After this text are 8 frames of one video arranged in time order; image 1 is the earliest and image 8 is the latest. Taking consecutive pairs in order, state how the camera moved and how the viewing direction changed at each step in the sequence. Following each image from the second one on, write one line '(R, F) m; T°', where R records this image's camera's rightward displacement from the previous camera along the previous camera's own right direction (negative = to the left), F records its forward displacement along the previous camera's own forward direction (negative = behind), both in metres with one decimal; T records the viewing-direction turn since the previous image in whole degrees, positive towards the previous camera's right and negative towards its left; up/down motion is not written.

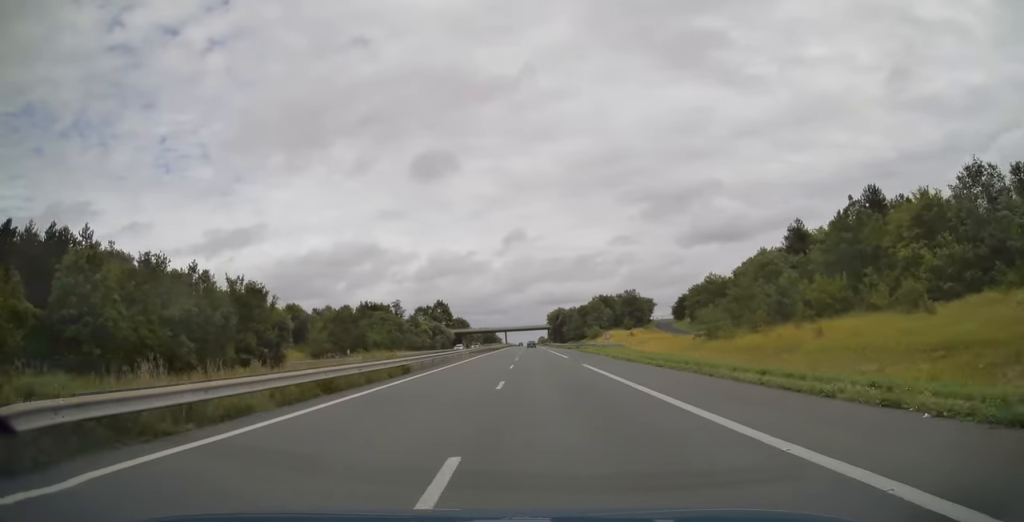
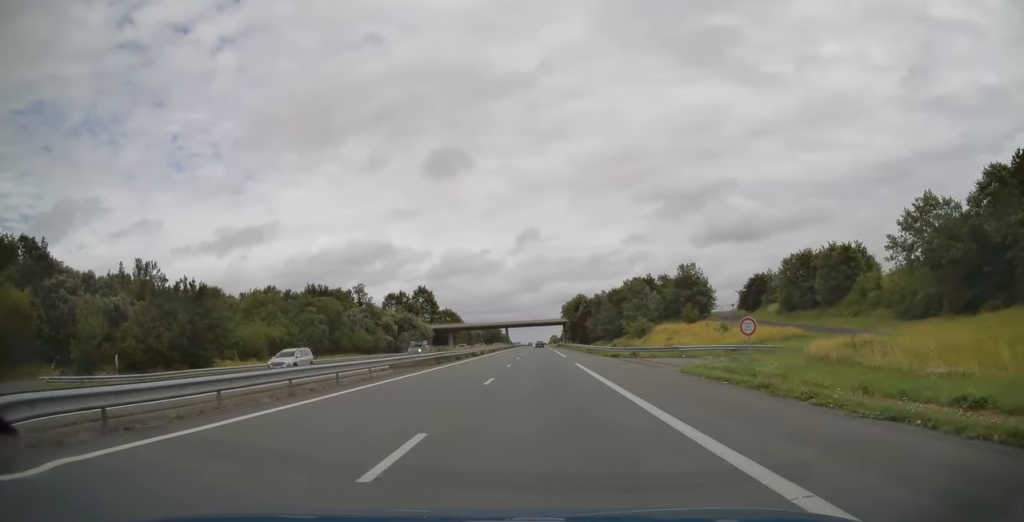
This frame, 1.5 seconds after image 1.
(-0.4, +50.4) m; -1°
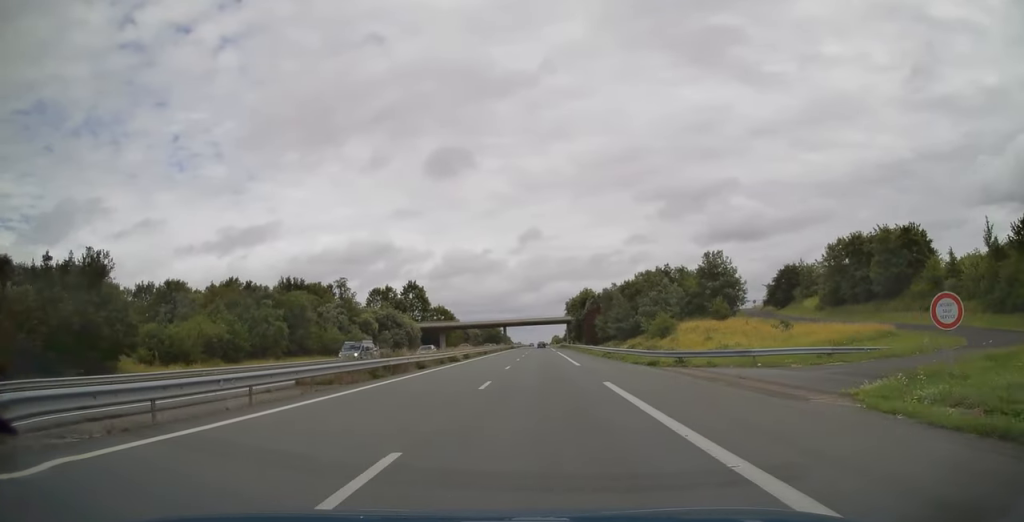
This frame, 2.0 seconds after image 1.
(0.0, +14.6) m; 0°
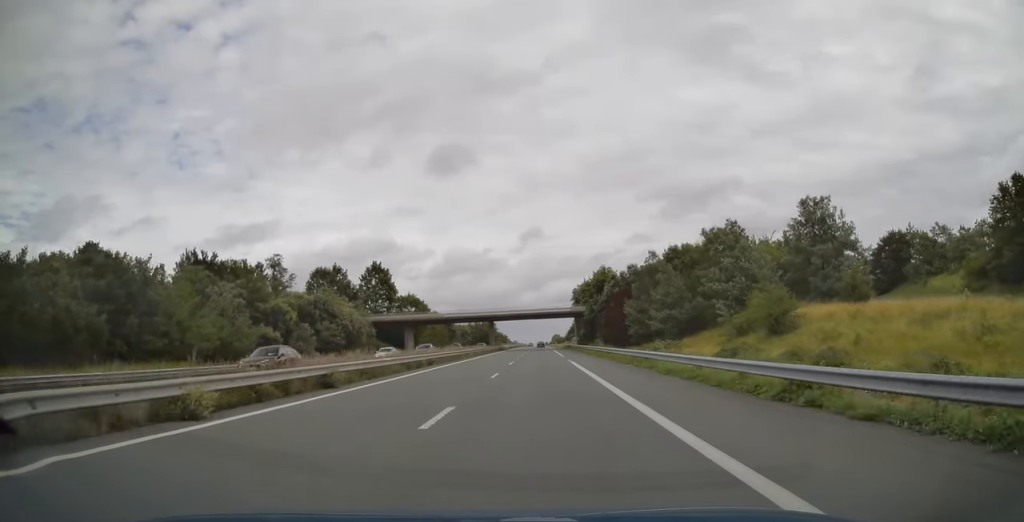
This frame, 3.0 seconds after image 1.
(0.0, +33.9) m; 0°
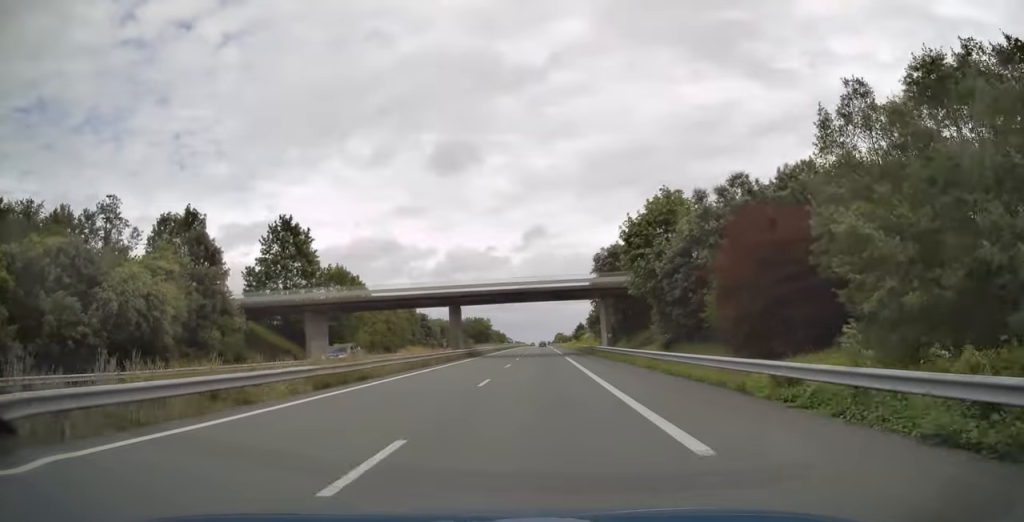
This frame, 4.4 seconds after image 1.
(0.0, +43.0) m; 0°
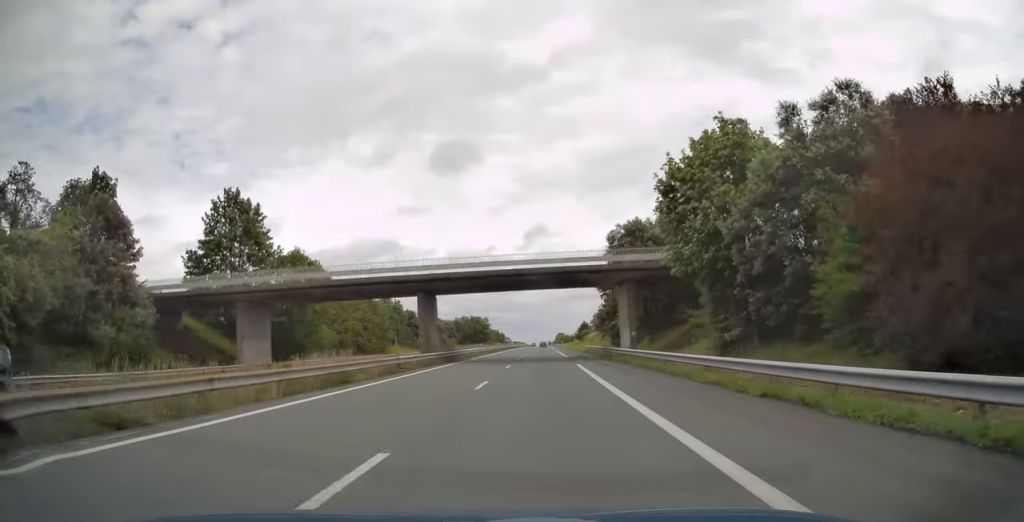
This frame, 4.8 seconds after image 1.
(0.0, +14.0) m; 0°
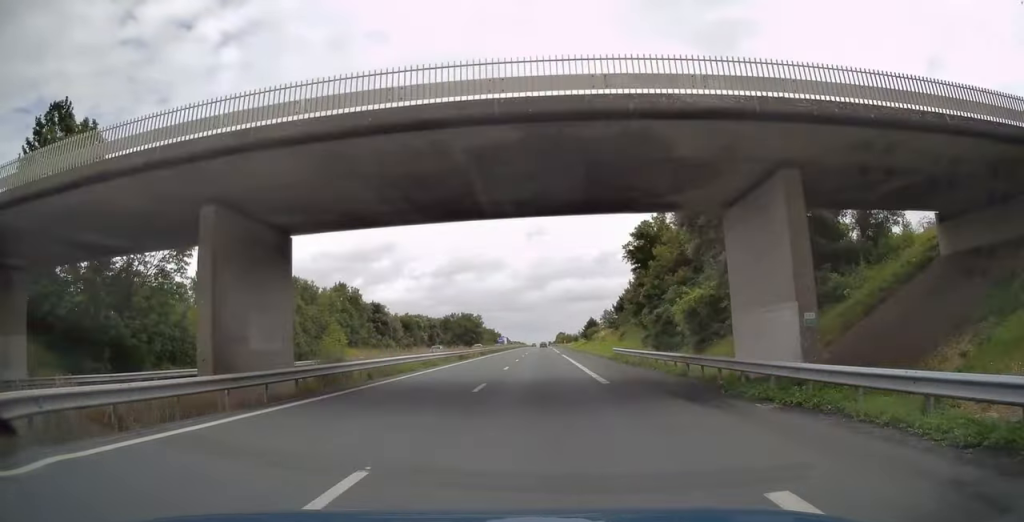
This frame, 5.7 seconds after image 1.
(0.0, +26.9) m; 0°
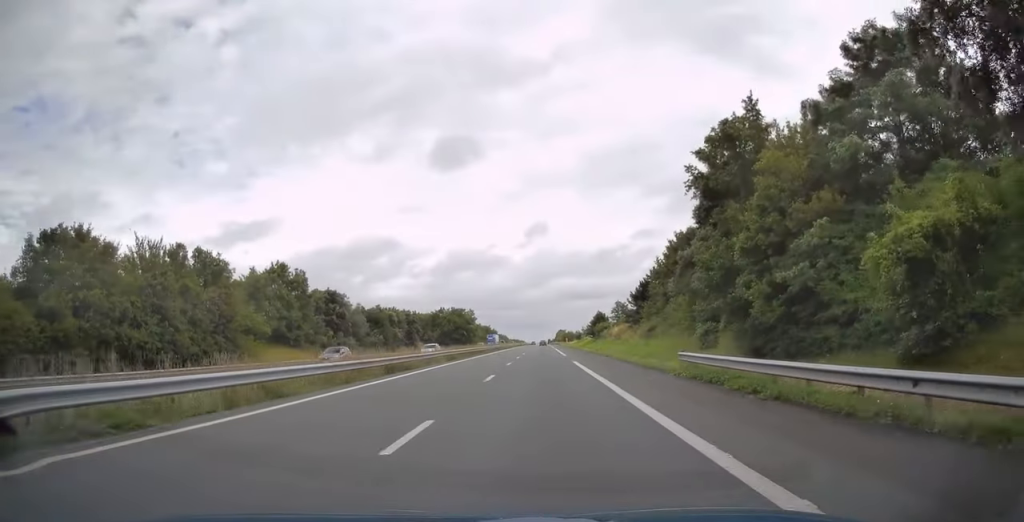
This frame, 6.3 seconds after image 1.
(0.0, +22.1) m; 0°
